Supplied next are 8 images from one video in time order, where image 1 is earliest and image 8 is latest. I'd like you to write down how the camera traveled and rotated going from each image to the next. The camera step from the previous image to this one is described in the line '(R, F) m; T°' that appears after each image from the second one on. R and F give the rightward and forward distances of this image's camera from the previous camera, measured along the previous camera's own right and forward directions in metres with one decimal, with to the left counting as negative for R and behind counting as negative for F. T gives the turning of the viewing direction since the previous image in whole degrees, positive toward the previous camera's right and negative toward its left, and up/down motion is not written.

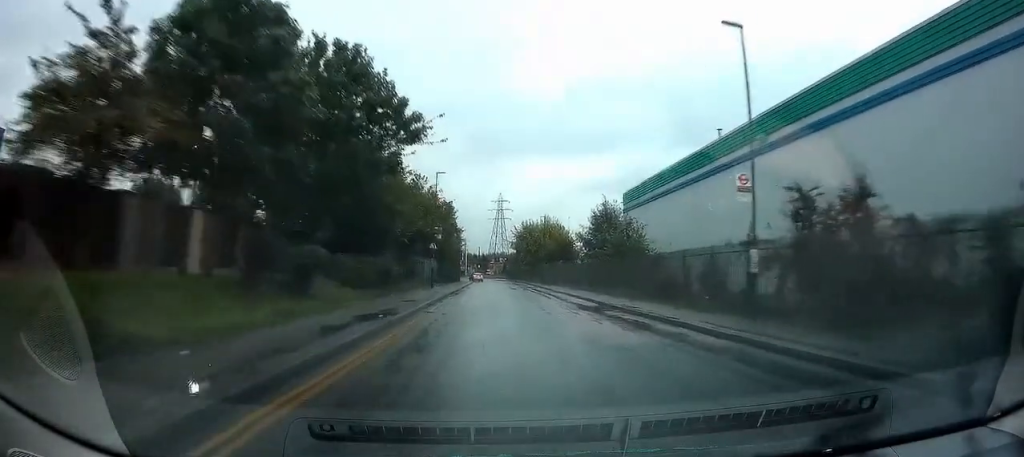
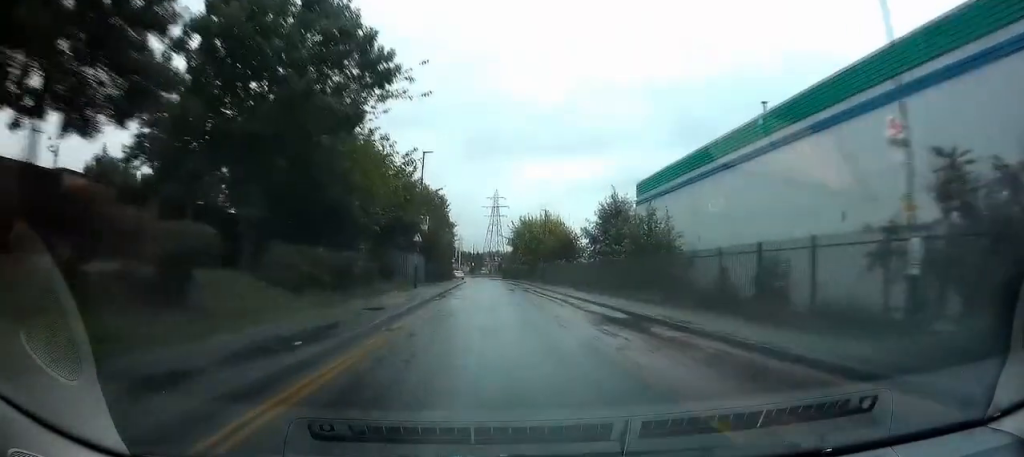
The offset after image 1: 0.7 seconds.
(0.0, +6.5) m; 0°
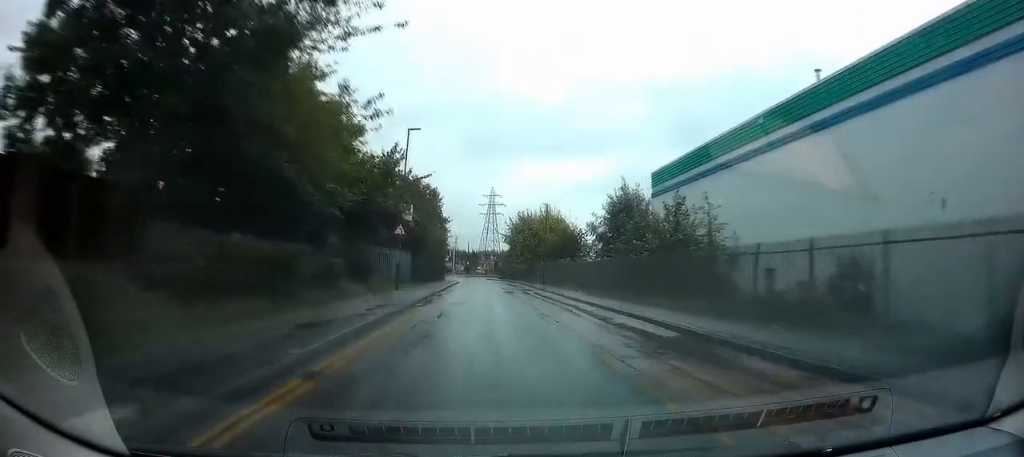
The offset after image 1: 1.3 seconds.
(0.0, +5.6) m; 0°
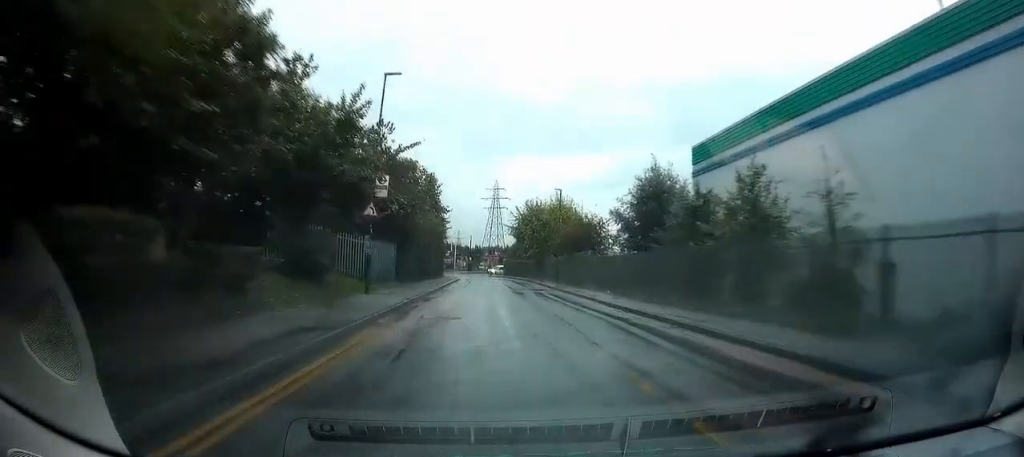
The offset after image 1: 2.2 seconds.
(0.0, +8.1) m; +1°
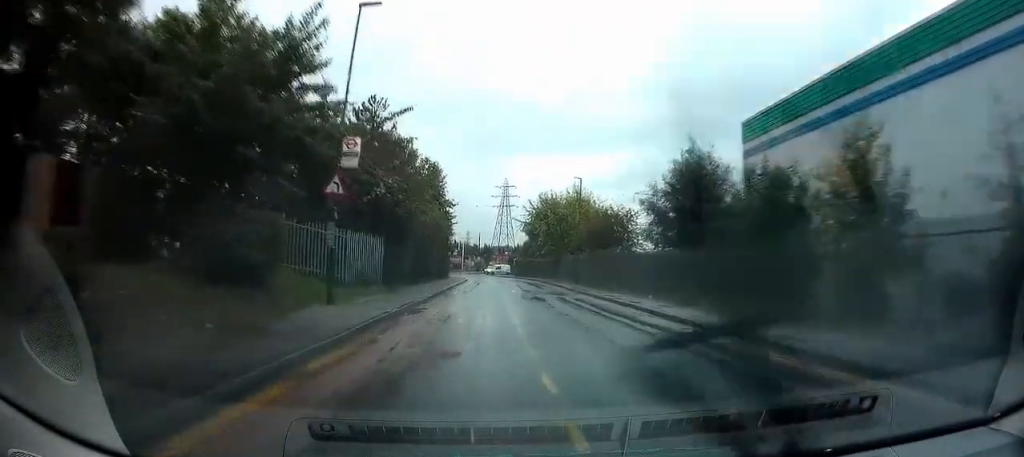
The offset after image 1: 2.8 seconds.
(+0.1, +6.1) m; 0°
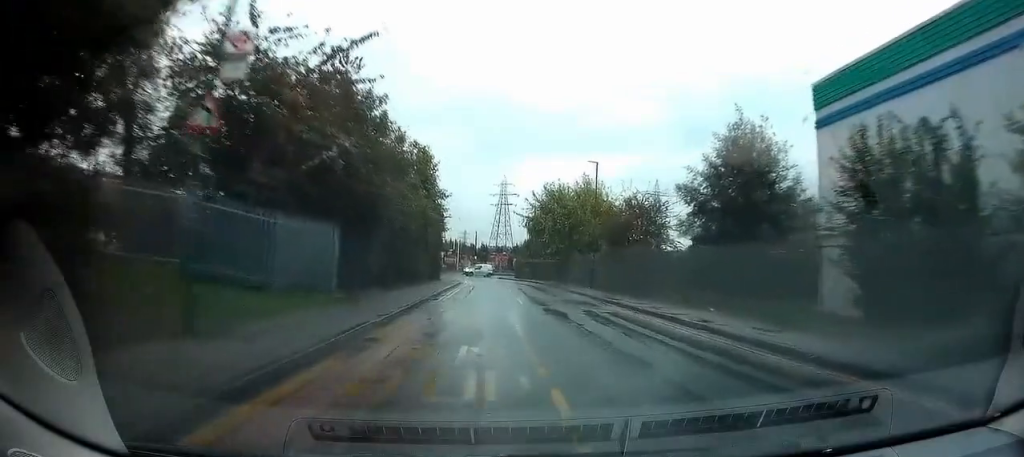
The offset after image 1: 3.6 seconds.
(-0.1, +7.2) m; 0°
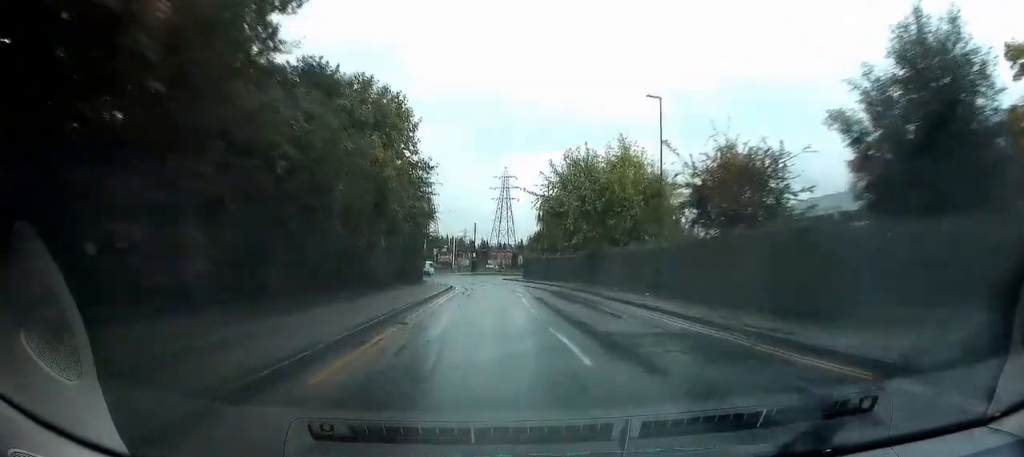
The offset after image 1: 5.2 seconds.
(+0.1, +14.2) m; +1°
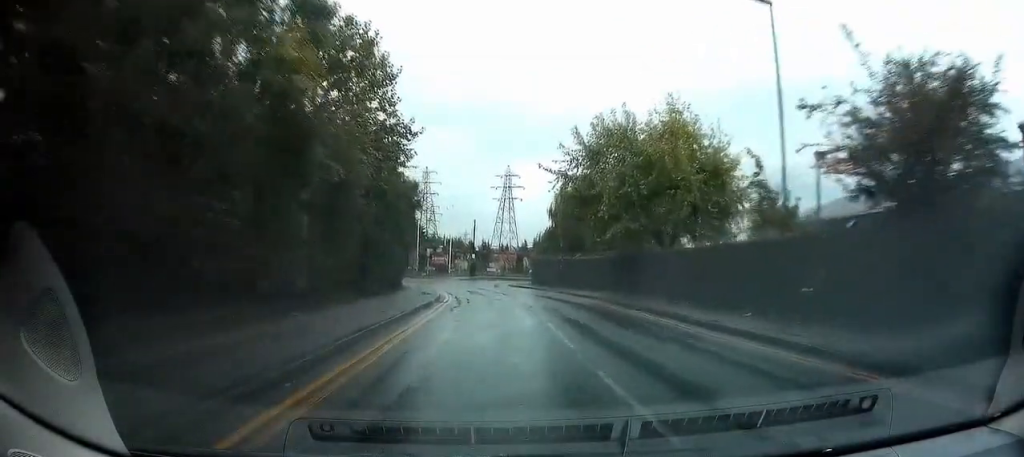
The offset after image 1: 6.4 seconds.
(+0.1, +10.1) m; 0°
